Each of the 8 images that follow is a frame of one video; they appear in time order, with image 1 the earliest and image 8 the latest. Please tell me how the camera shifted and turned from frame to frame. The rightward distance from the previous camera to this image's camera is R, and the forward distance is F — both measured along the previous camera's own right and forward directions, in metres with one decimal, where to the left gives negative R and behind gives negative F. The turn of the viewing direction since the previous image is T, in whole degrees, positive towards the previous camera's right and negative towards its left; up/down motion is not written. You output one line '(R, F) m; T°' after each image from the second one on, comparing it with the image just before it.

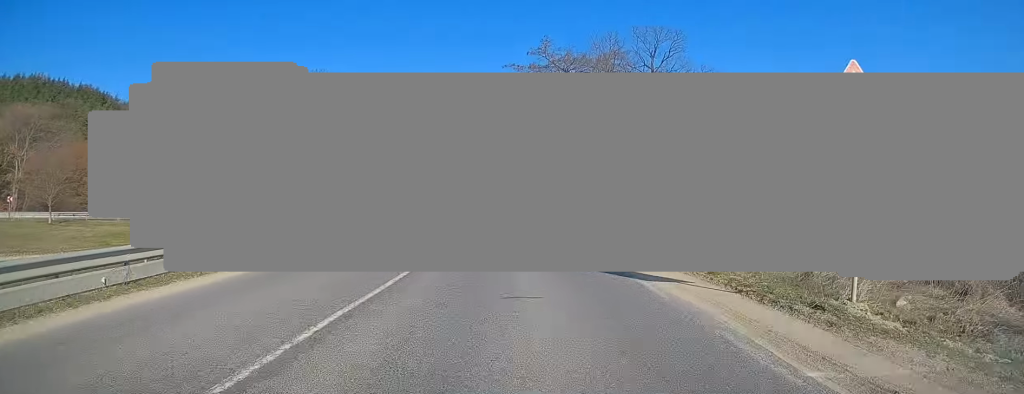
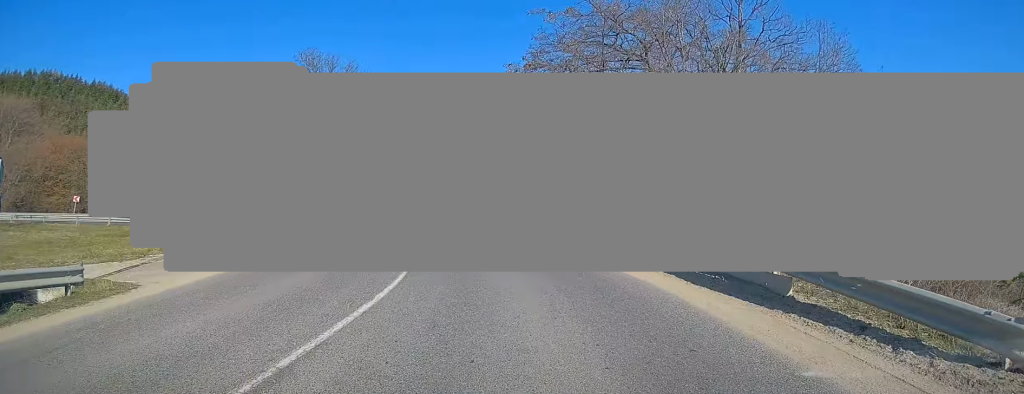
(-0.3, +9.7) m; -3°
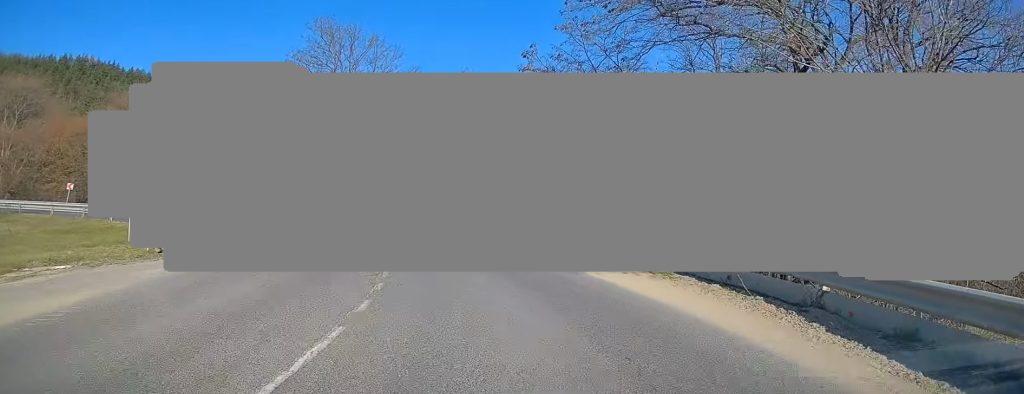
(-0.2, +8.3) m; -5°
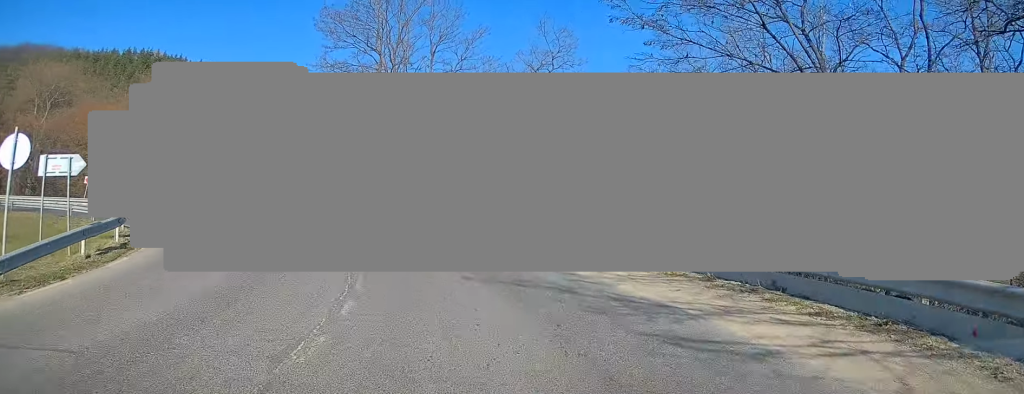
(-0.5, +8.8) m; -8°
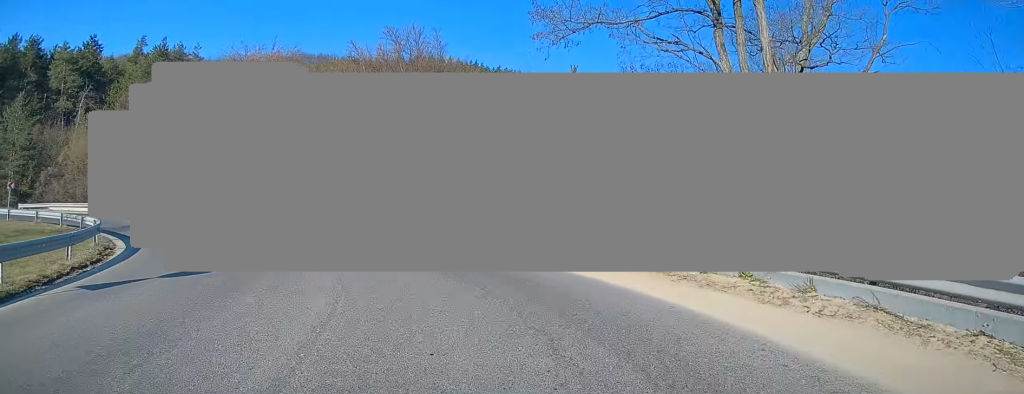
(-3.3, +18.4) m; -25°
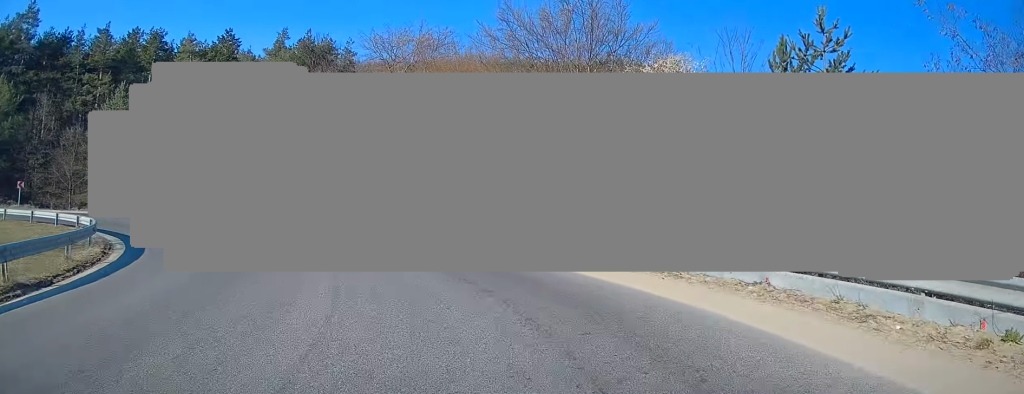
(-1.5, +9.6) m; -15°
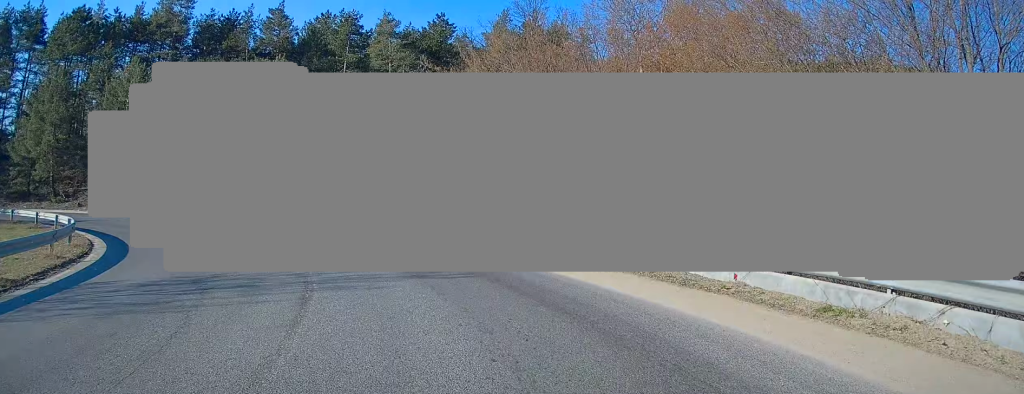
(-2.4, +13.8) m; -20°
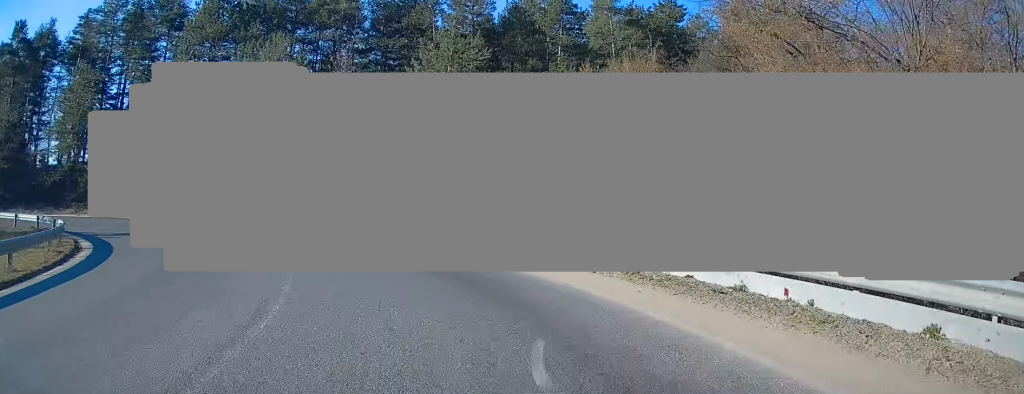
(-2.2, +12.2) m; -22°
